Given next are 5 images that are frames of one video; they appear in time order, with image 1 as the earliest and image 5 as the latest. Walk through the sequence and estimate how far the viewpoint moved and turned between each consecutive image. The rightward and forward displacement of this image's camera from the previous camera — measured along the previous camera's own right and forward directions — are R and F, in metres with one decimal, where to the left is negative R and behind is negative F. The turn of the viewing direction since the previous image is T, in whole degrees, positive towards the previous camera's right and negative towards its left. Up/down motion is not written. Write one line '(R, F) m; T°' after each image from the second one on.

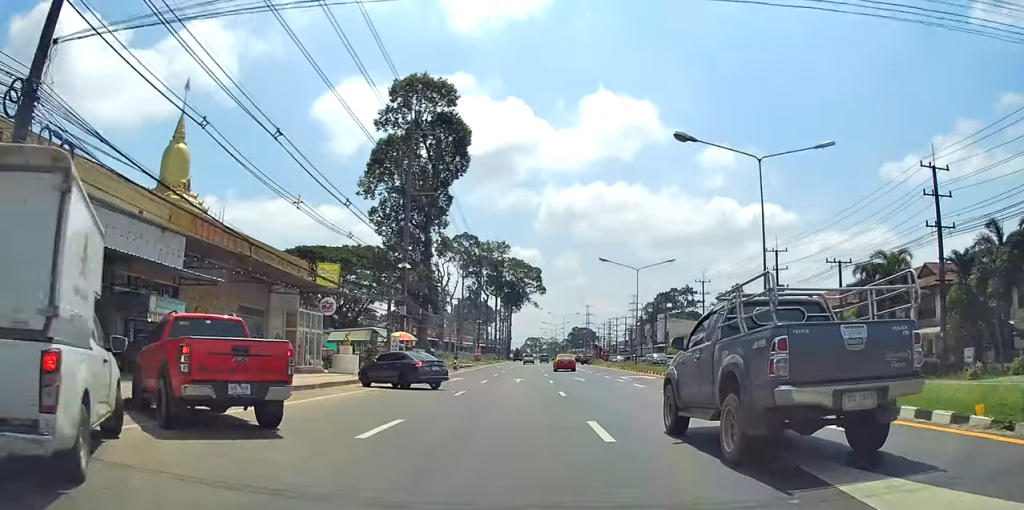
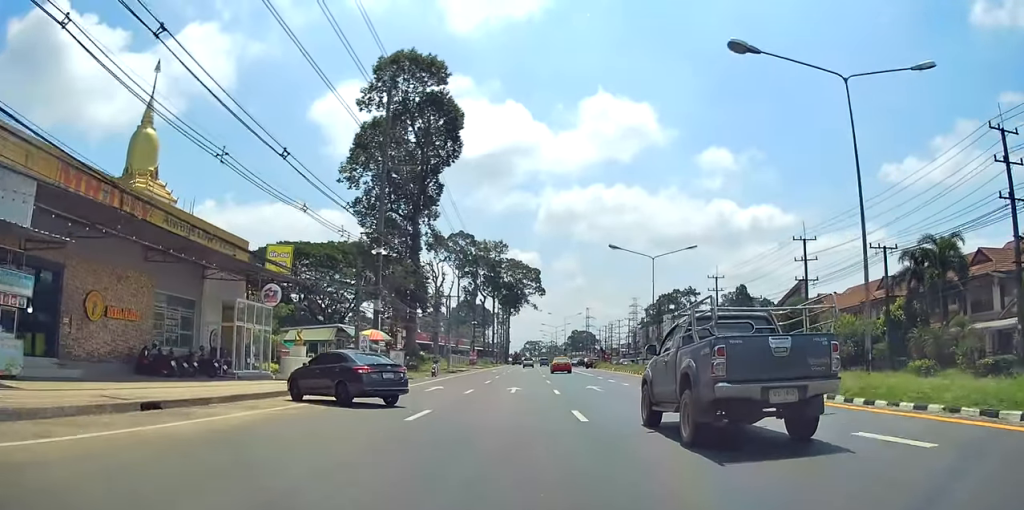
(0.0, +7.7) m; 0°
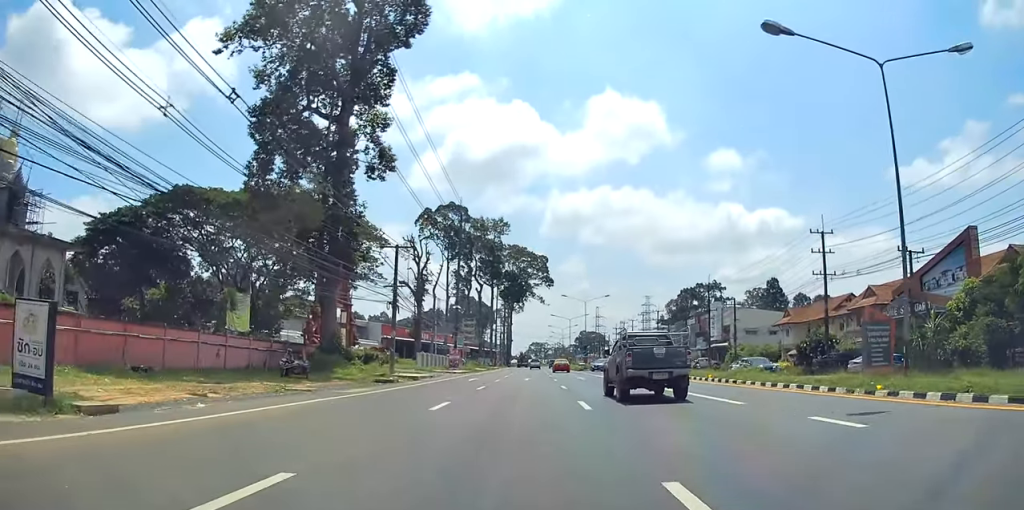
(-0.7, +33.2) m; -2°
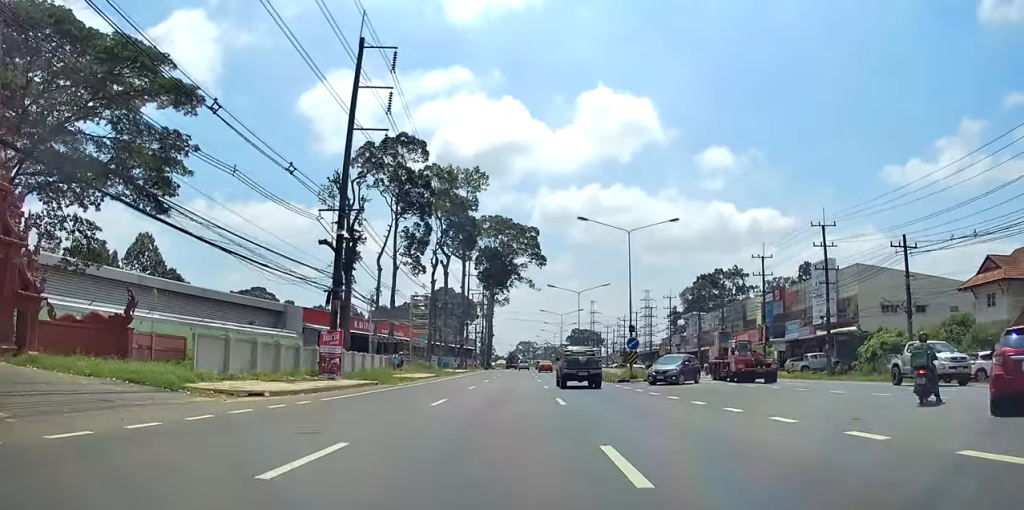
(-1.2, +43.9) m; 0°
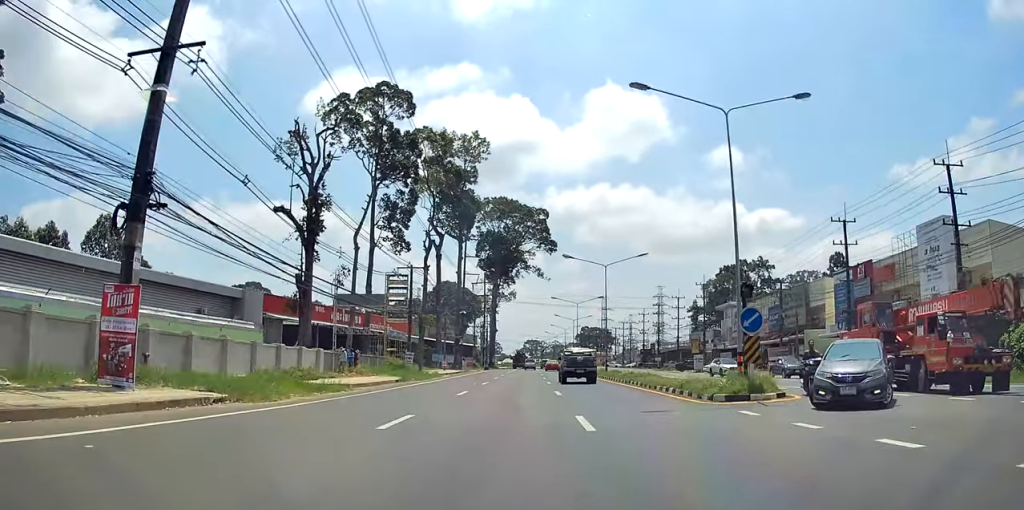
(+0.4, +17.9) m; +2°
